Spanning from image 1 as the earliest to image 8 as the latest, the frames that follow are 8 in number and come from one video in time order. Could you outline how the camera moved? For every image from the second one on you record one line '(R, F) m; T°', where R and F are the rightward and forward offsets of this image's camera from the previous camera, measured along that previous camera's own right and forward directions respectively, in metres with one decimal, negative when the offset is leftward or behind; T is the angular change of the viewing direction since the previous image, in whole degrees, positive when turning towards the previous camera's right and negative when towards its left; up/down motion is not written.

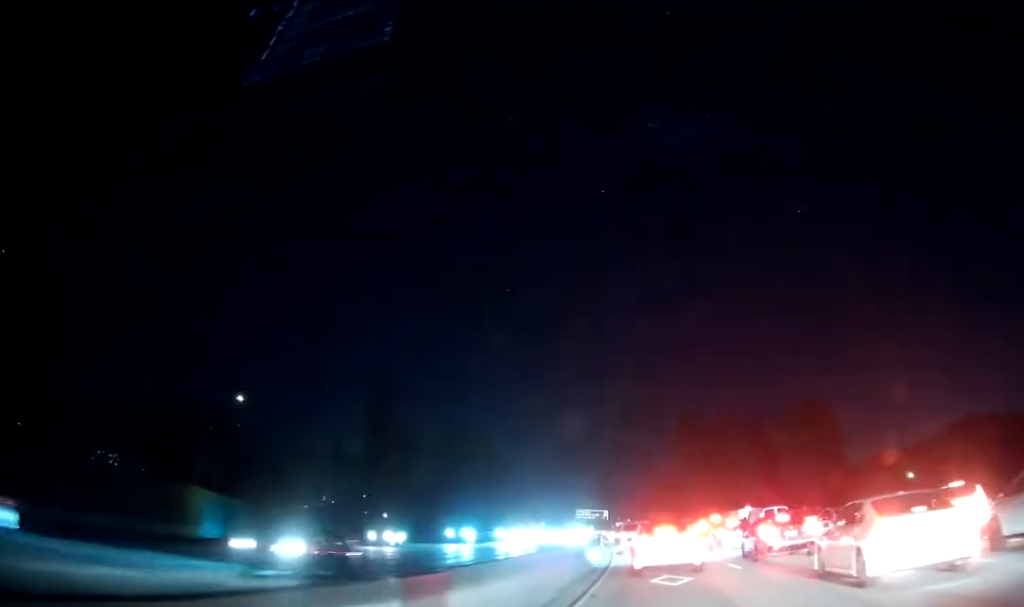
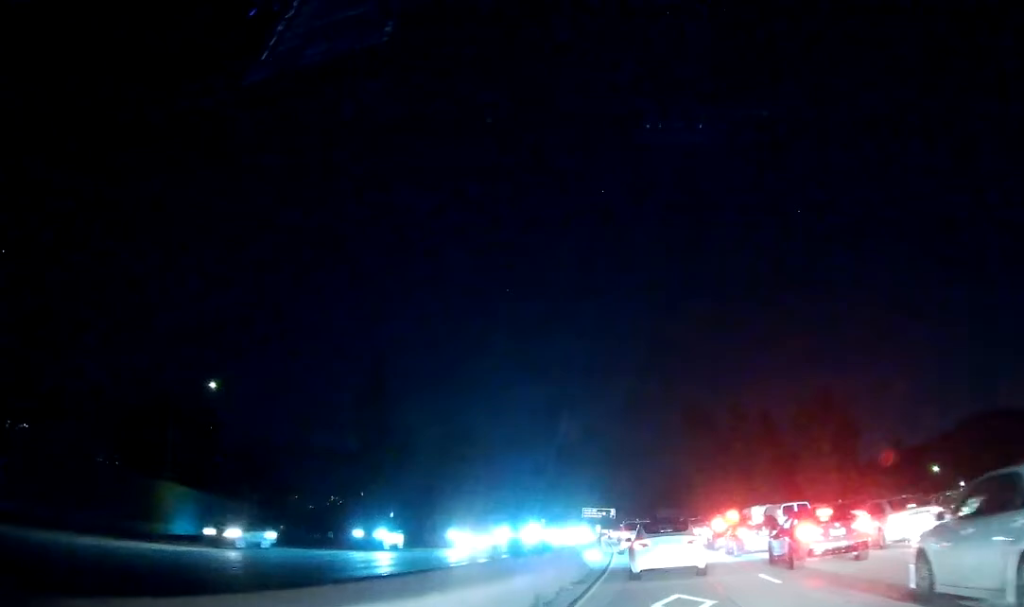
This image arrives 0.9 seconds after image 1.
(-0.1, +6.3) m; -1°
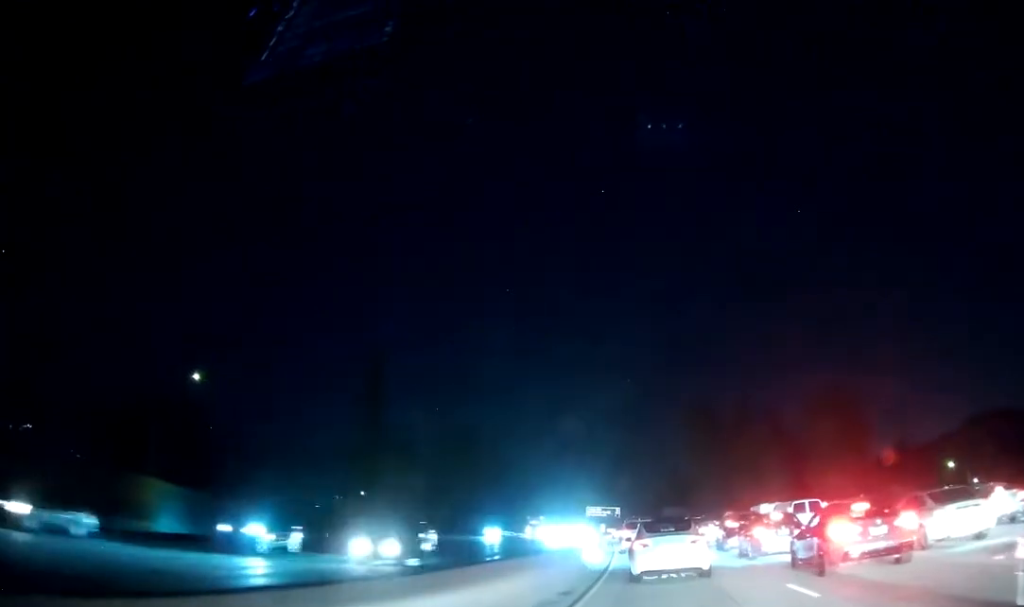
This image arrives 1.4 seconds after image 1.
(0.0, +3.4) m; -1°
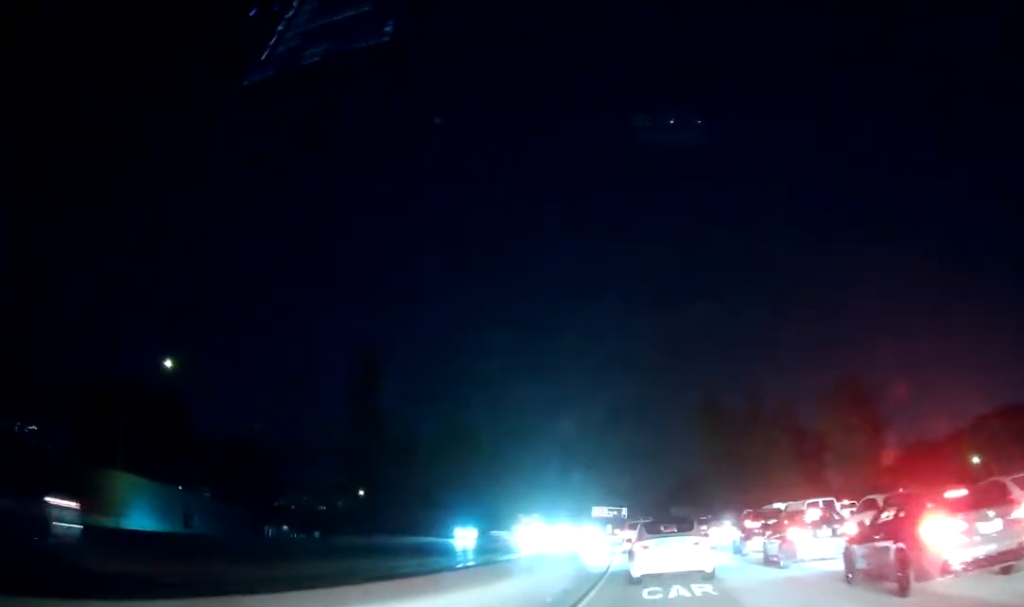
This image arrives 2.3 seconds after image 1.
(-0.2, +5.9) m; 0°
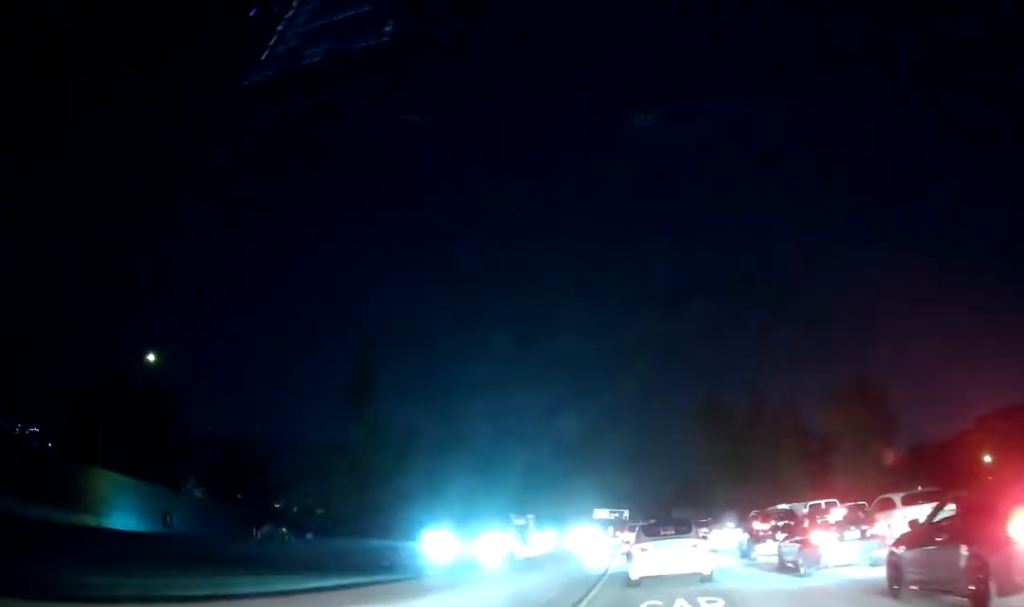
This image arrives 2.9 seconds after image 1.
(0.0, +3.0) m; +1°
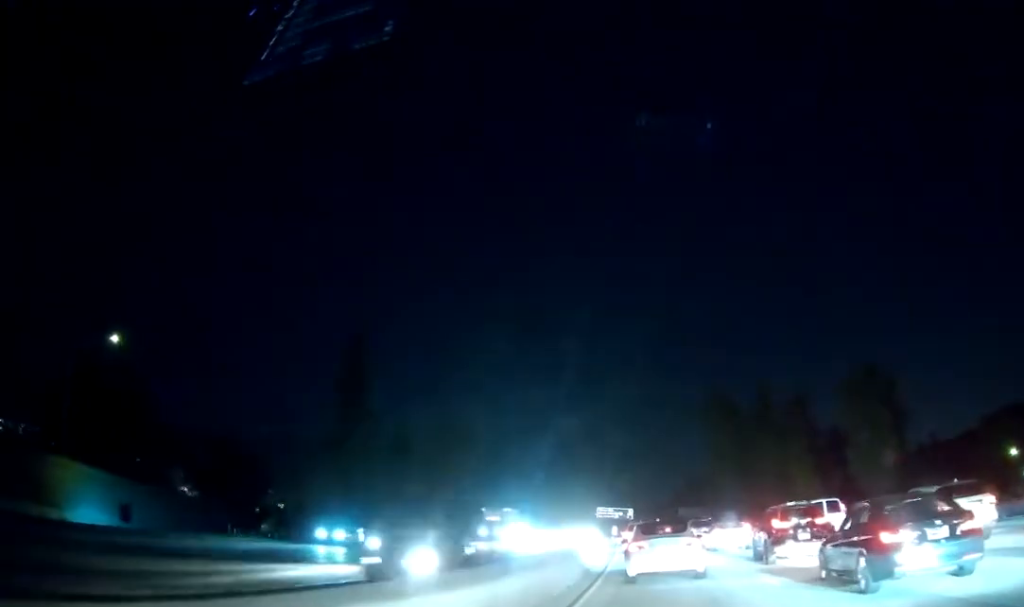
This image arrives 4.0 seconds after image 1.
(+0.2, +5.4) m; +2°
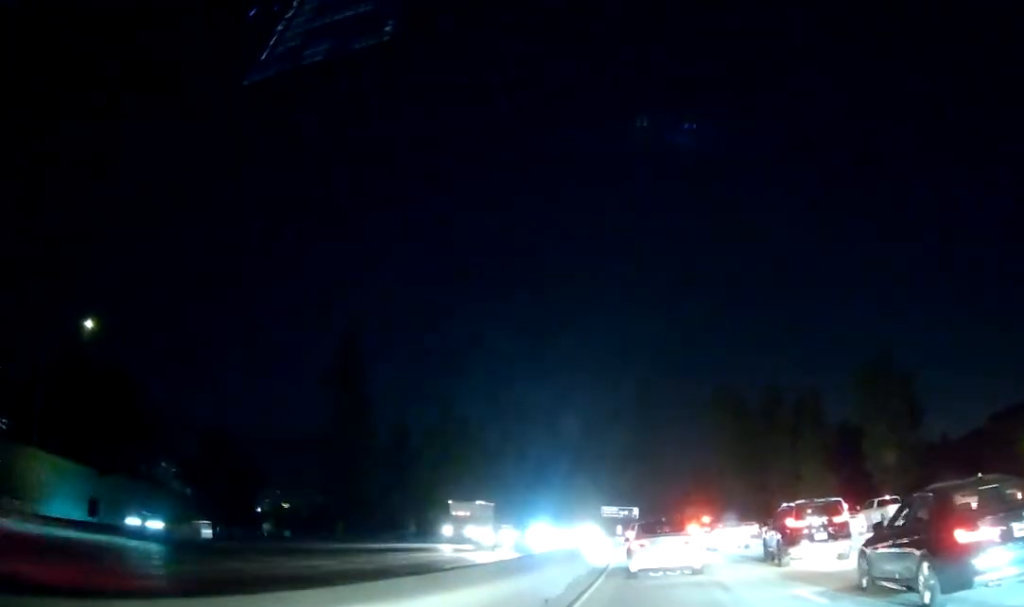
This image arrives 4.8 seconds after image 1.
(0.0, +3.3) m; -1°
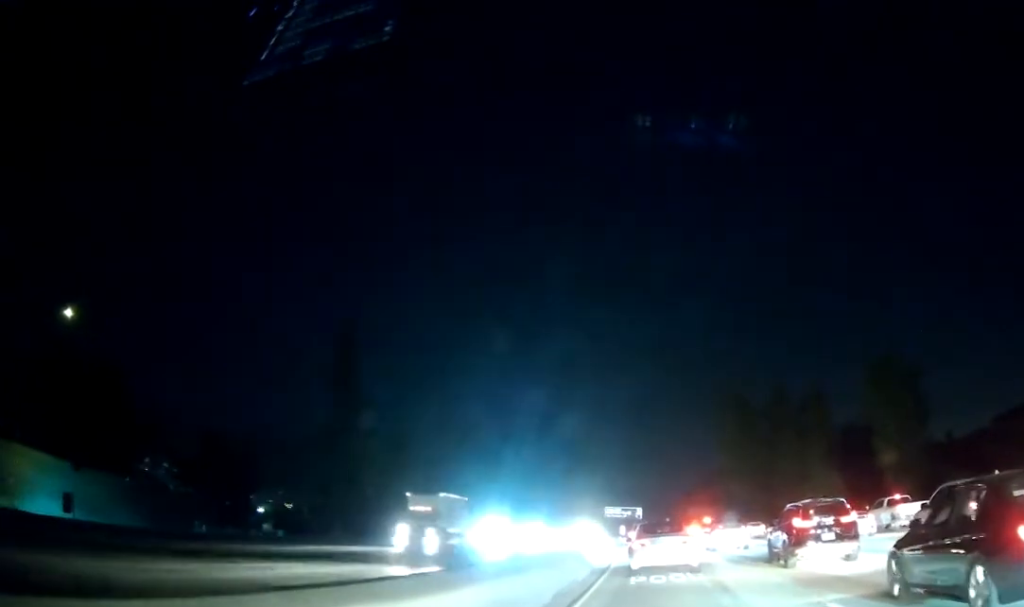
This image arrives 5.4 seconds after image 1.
(-0.1, +2.5) m; -2°
